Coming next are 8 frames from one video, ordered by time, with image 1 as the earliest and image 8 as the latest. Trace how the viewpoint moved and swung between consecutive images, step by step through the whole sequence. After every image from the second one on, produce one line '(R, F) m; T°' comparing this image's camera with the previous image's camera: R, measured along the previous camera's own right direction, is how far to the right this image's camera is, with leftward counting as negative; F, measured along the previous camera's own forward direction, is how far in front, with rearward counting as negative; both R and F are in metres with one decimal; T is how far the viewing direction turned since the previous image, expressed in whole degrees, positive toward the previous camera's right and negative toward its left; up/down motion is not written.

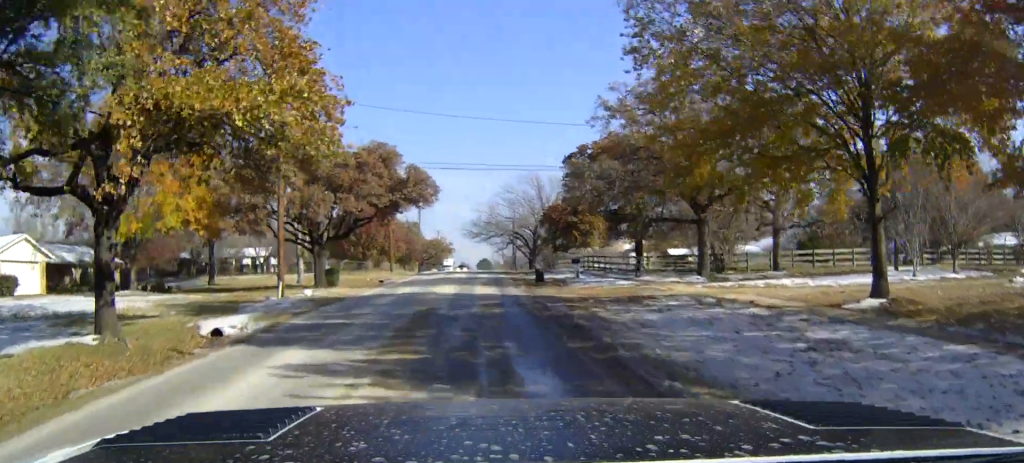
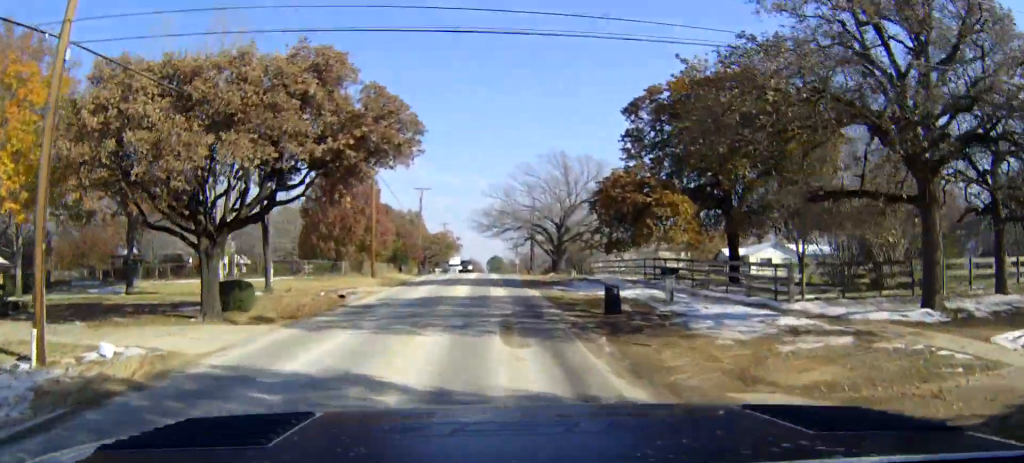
(-0.1, +19.3) m; -1°
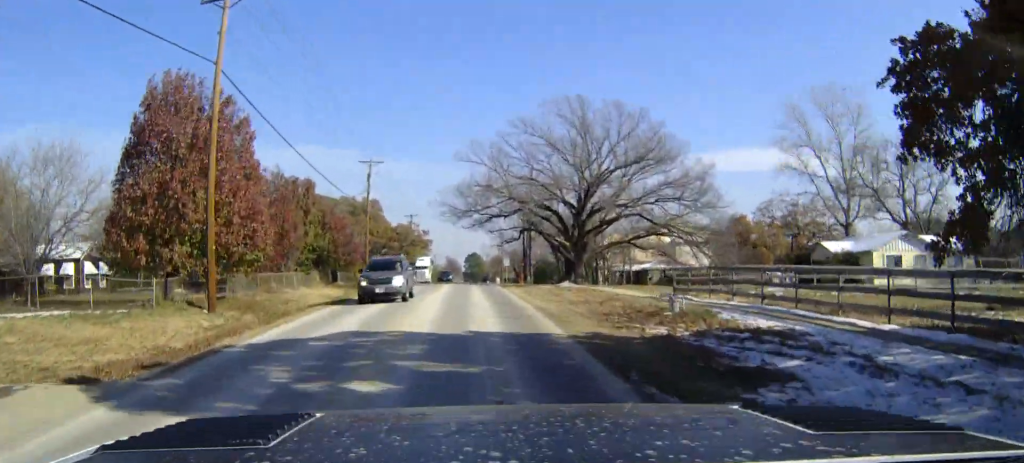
(+0.5, +30.3) m; +2°
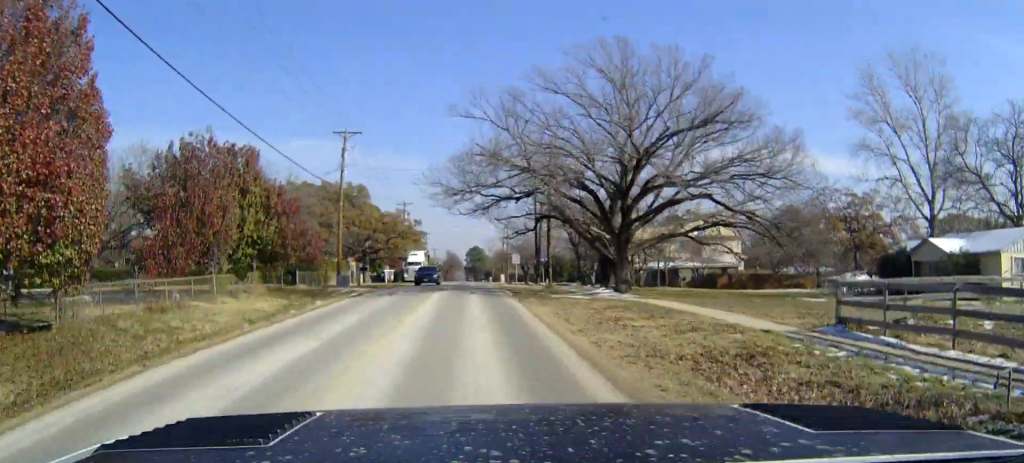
(-0.1, +14.6) m; 0°
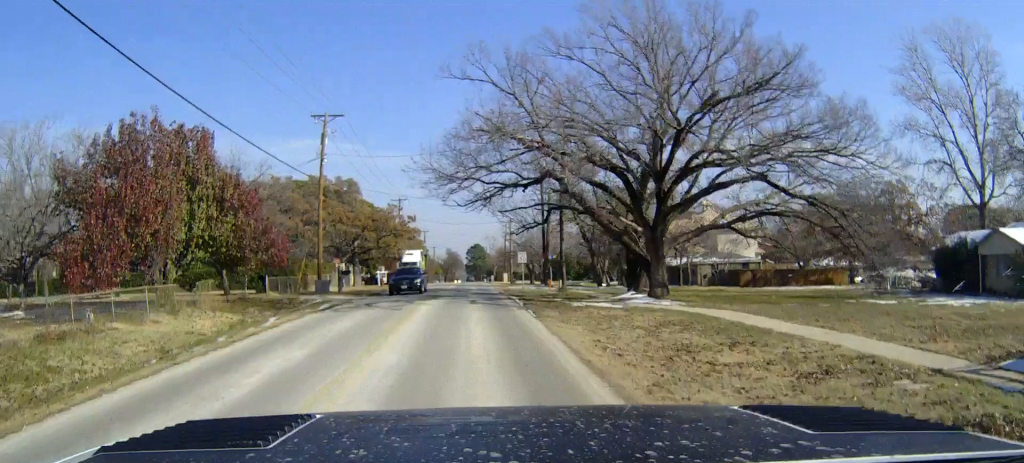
(0.0, +7.0) m; 0°
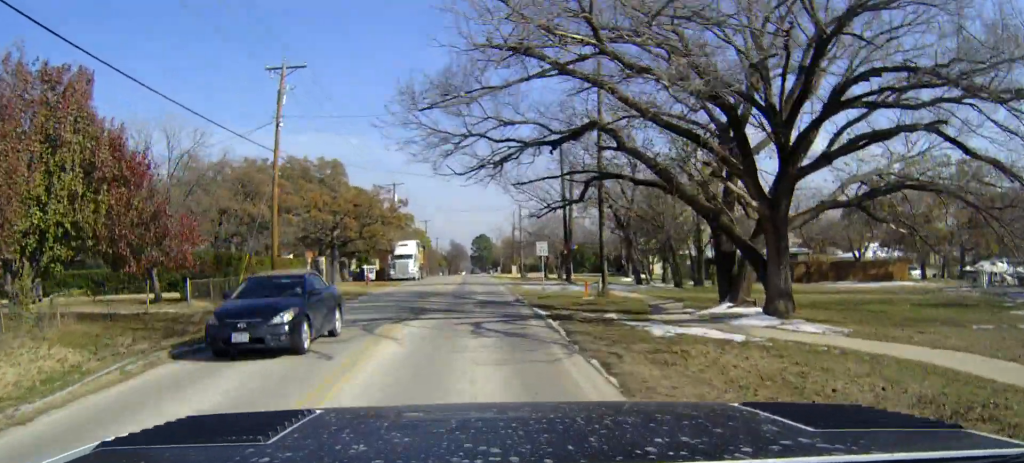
(0.0, +11.6) m; 0°
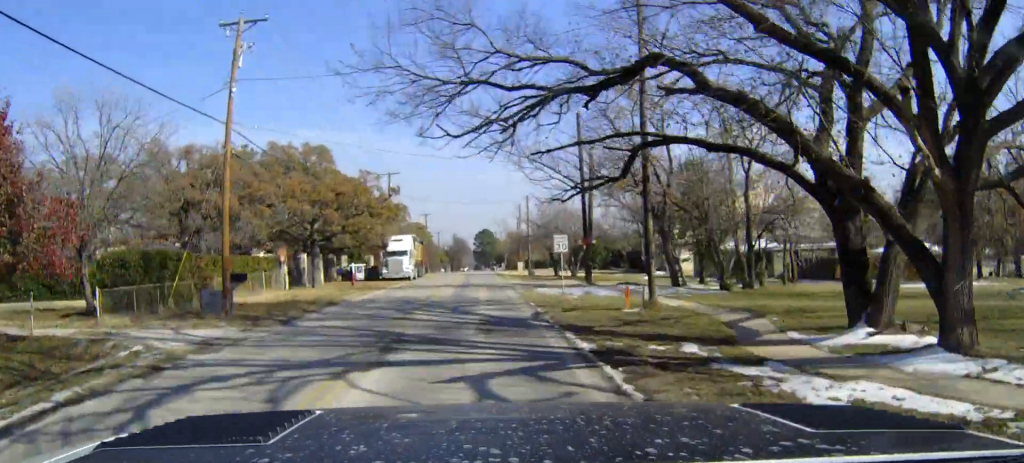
(-0.1, +7.3) m; 0°
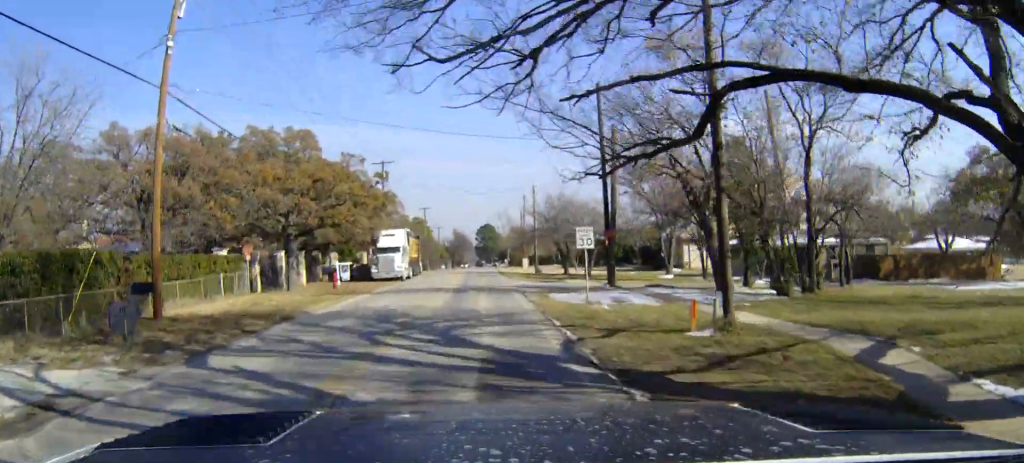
(0.0, +6.3) m; 0°
